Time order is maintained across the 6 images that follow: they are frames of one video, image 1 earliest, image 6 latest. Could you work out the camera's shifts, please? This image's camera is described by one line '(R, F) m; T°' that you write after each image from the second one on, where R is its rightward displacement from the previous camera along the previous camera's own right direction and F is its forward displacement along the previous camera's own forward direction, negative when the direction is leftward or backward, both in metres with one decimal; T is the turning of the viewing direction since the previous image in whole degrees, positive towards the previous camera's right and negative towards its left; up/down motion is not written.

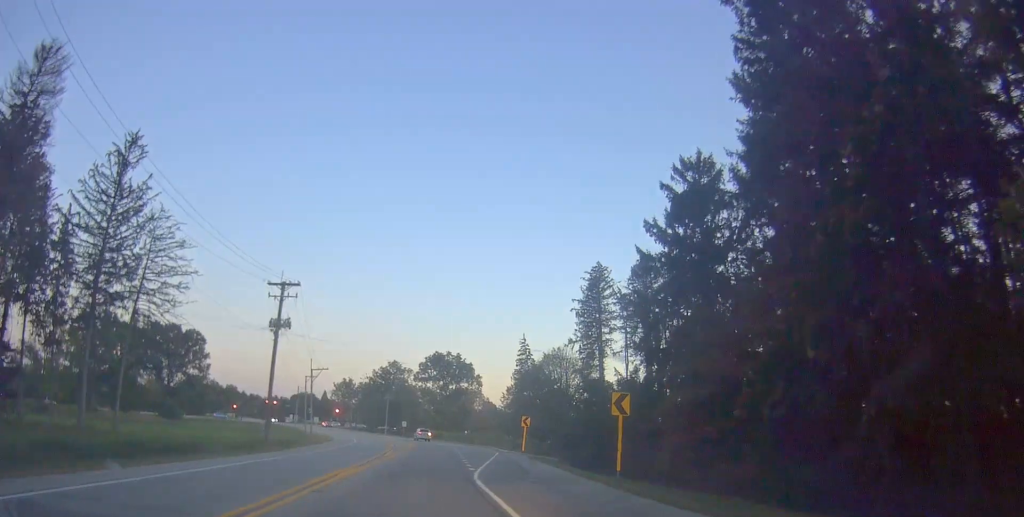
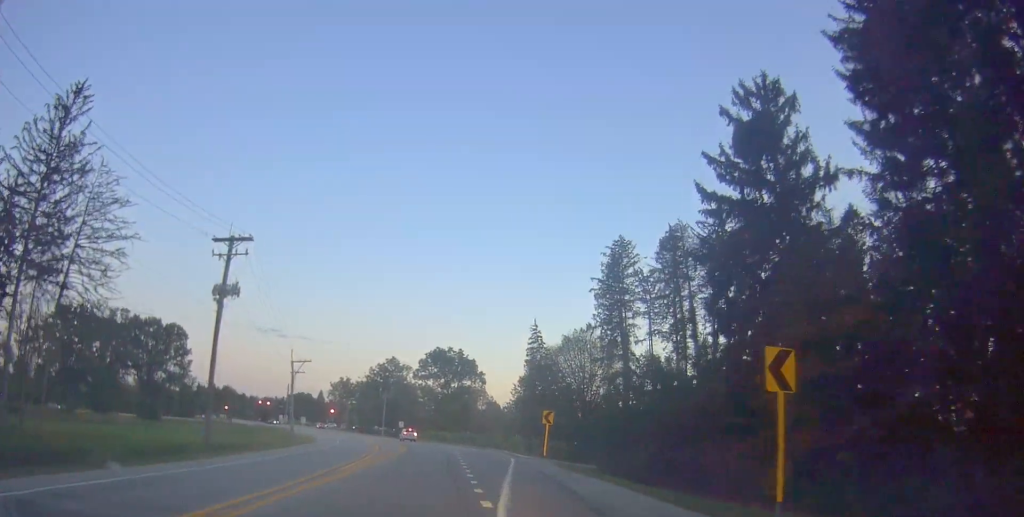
(-0.3, +10.4) m; -2°
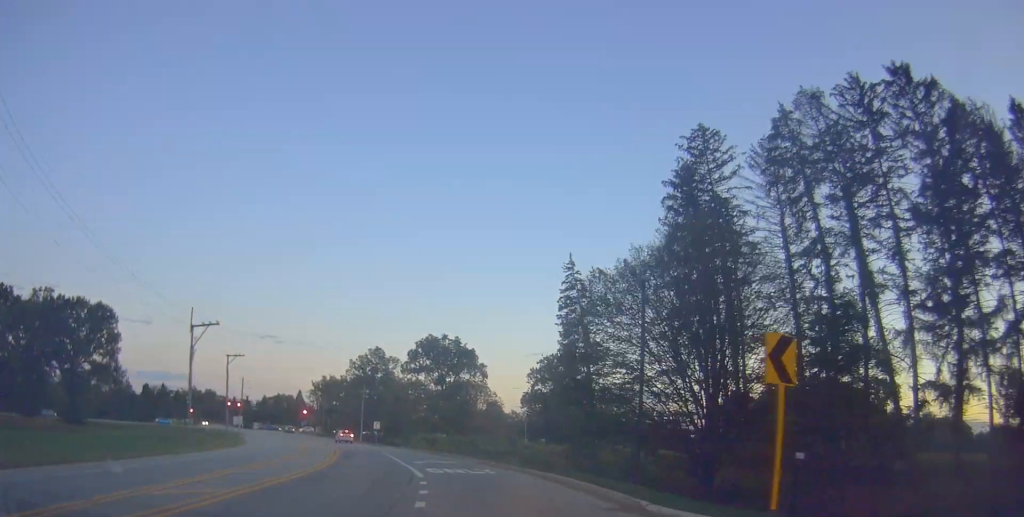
(-0.1, +26.6) m; -1°
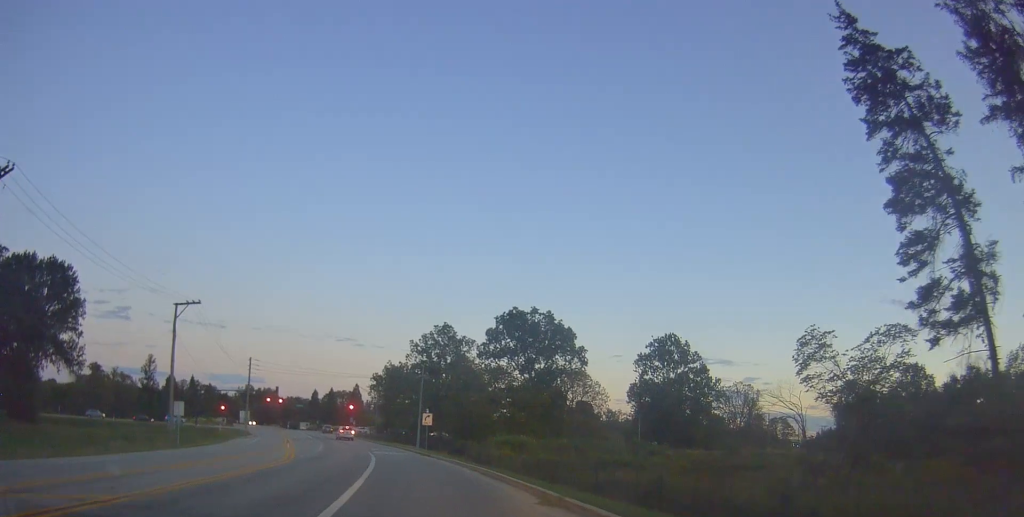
(-1.9, +31.4) m; -9°
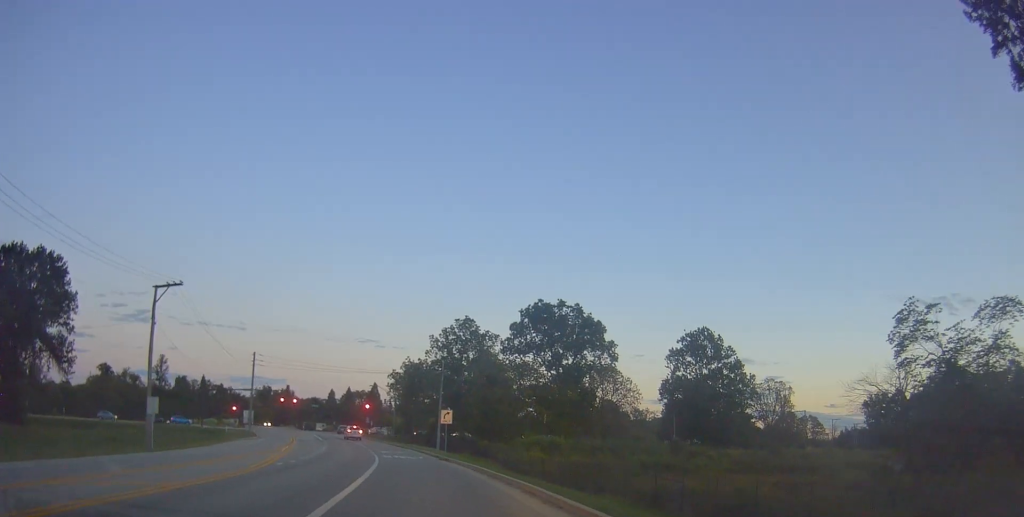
(-0.2, +6.7) m; -2°
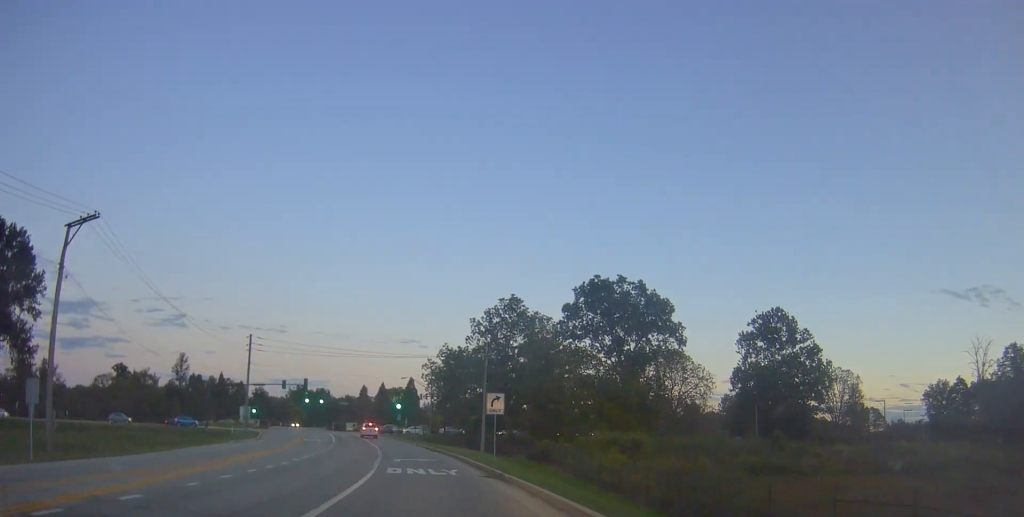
(-0.3, +15.2) m; -1°
